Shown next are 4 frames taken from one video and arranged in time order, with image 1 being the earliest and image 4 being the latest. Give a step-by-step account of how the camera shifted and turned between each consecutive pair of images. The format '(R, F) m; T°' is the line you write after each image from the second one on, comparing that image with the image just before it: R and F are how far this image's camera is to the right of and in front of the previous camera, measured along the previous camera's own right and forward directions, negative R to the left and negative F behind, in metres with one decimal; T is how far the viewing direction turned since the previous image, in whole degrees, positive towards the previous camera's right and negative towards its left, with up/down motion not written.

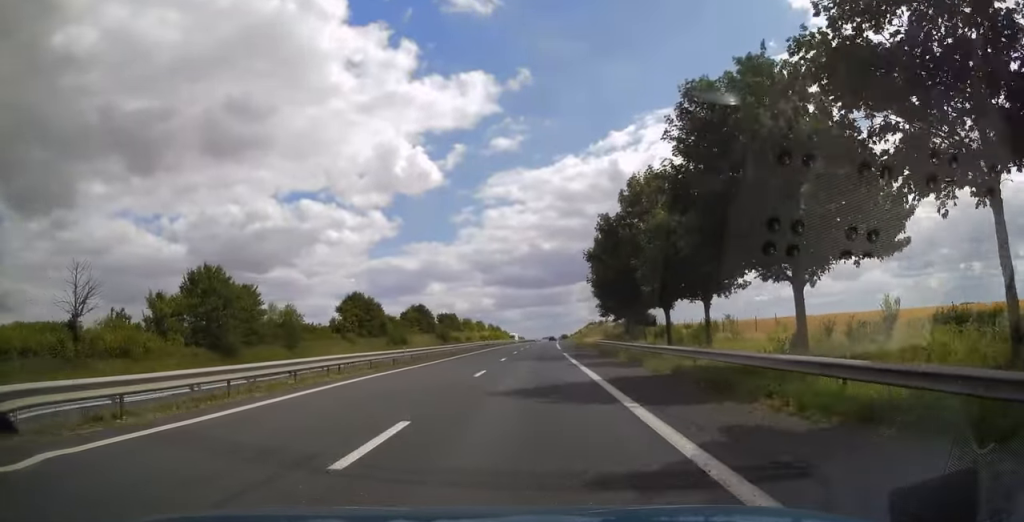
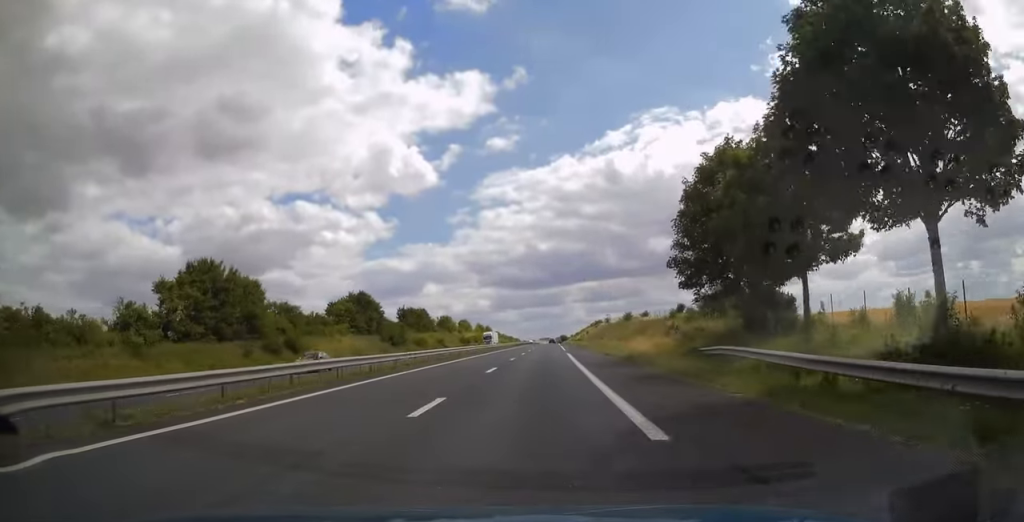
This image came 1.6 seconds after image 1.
(+0.2, +47.9) m; 0°
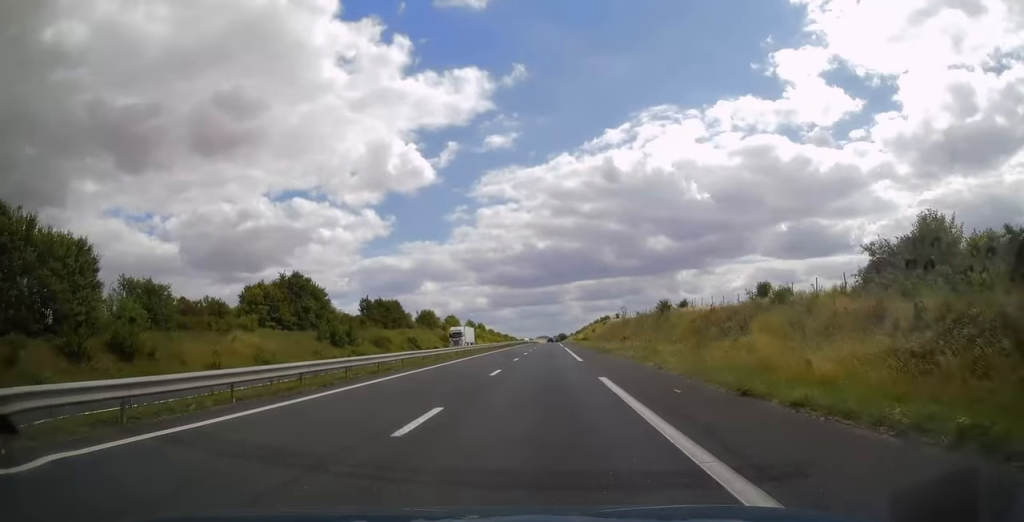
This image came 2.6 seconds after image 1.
(+0.1, +27.9) m; 0°
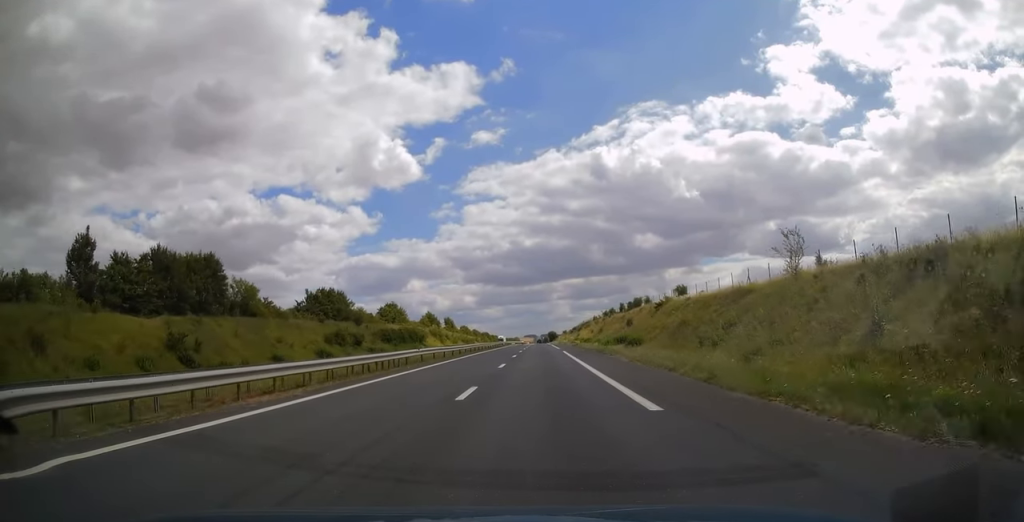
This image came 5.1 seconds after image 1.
(+0.5, +73.7) m; +1°
